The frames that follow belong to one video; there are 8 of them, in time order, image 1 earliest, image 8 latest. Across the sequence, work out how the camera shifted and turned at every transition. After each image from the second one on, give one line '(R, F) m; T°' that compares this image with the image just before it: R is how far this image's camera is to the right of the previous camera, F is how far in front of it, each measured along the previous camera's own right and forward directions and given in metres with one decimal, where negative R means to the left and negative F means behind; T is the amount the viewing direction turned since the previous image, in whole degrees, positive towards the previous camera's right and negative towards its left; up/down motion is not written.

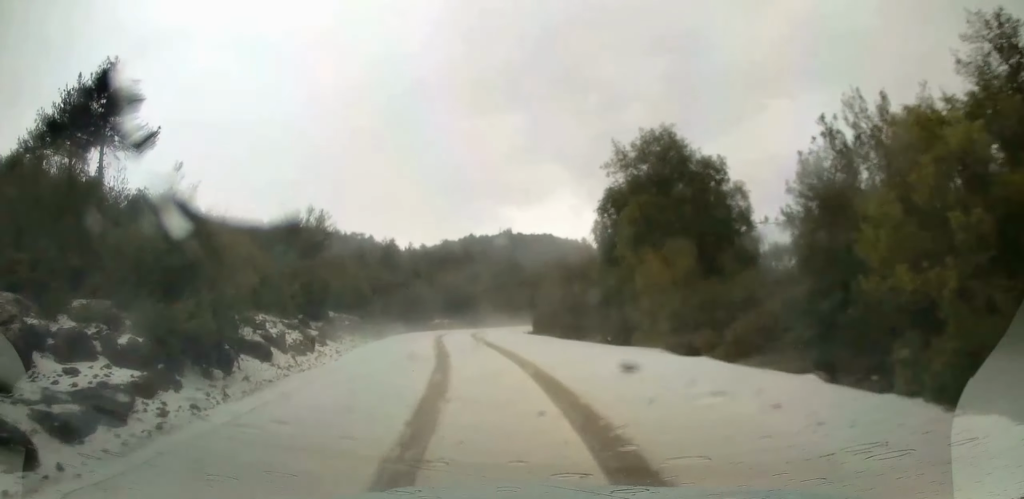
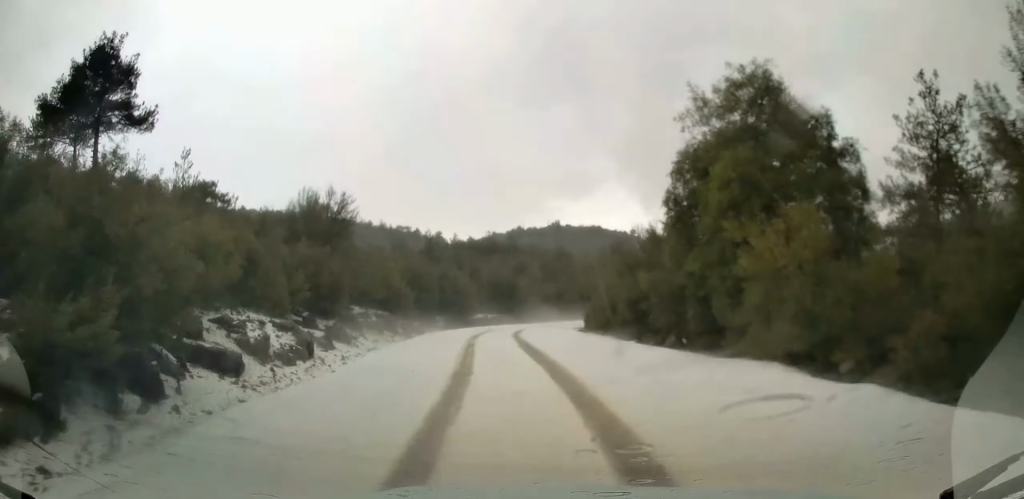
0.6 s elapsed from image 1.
(-0.3, +5.2) m; -3°
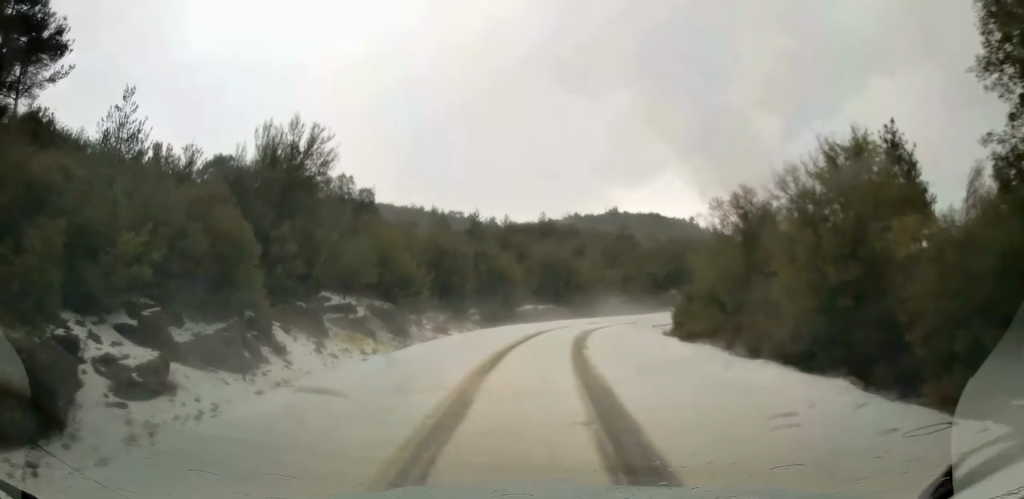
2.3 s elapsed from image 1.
(-0.7, +13.6) m; -4°
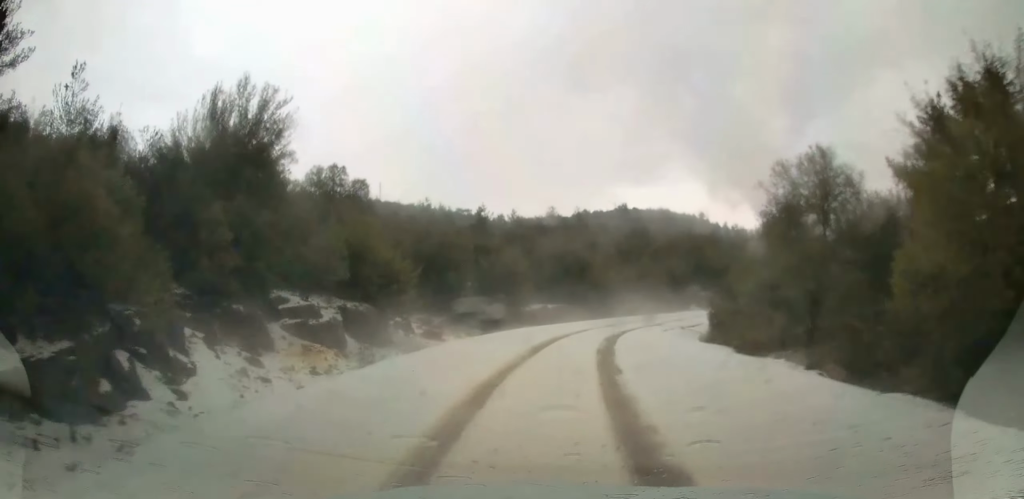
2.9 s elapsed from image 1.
(0.0, +5.4) m; 0°
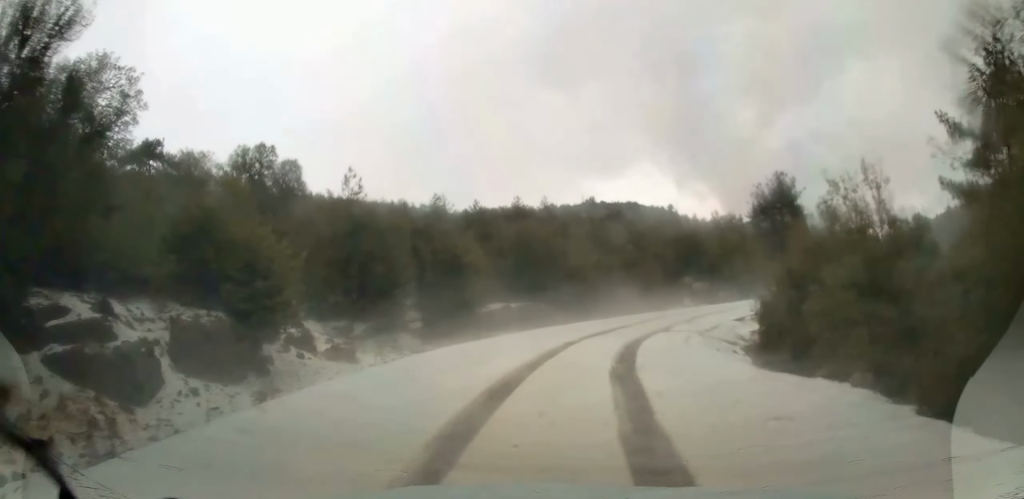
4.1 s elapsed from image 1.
(+0.1, +9.6) m; +3°
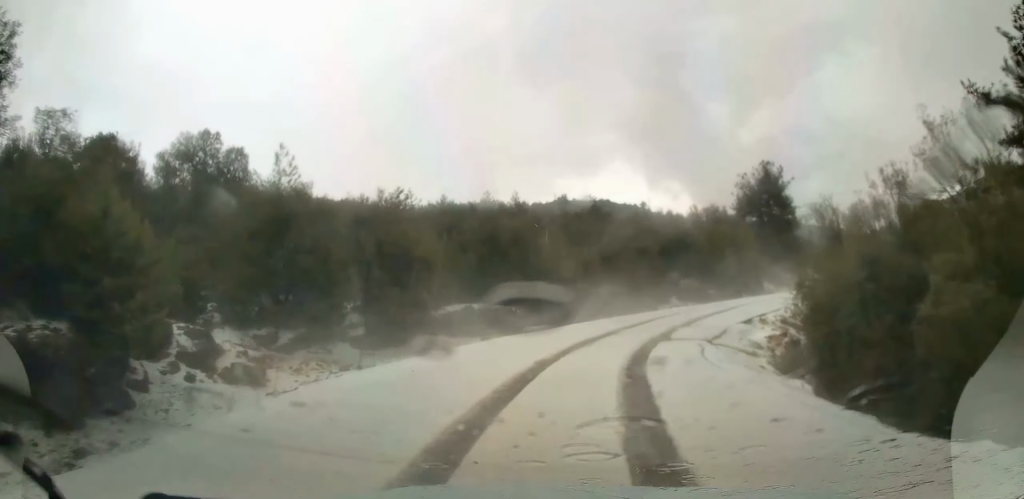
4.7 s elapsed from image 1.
(+0.2, +5.1) m; +2°
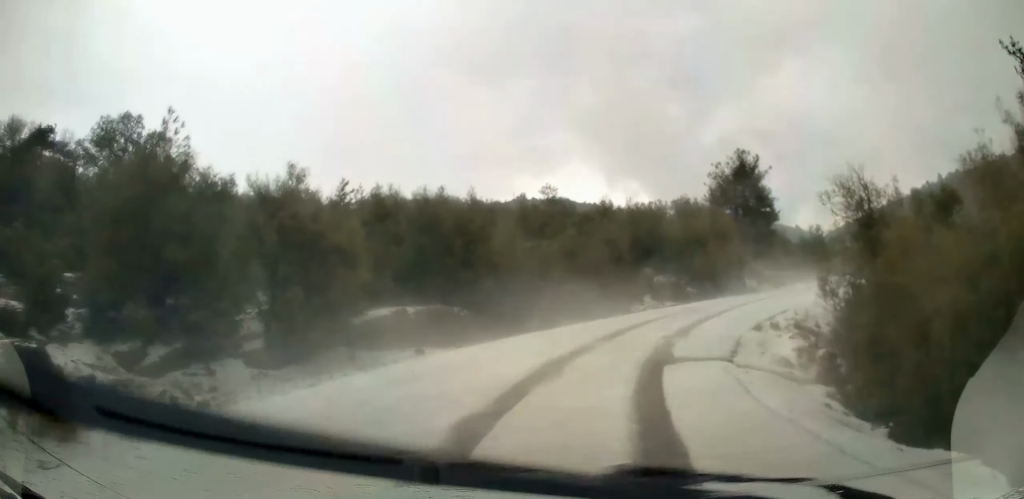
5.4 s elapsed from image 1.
(+0.1, +5.7) m; +4°
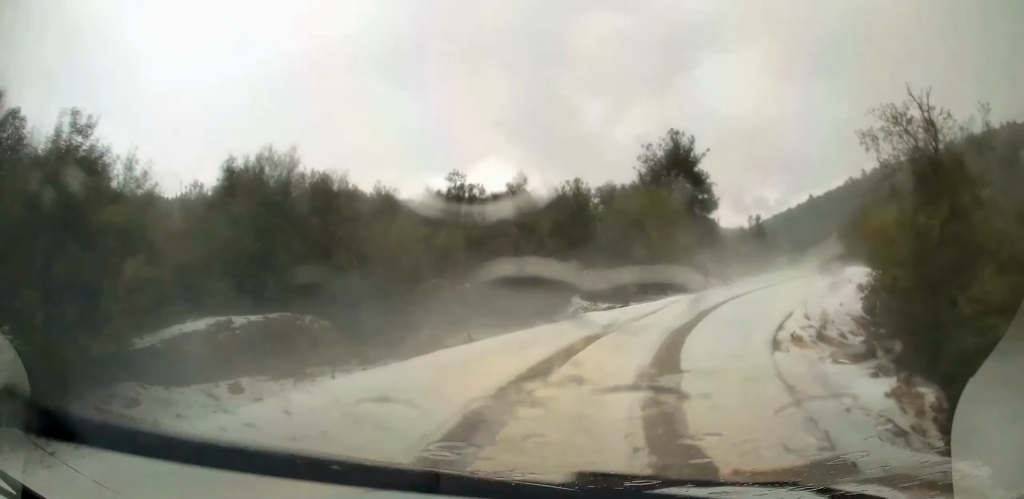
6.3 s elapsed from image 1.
(+0.3, +7.7) m; +9°
